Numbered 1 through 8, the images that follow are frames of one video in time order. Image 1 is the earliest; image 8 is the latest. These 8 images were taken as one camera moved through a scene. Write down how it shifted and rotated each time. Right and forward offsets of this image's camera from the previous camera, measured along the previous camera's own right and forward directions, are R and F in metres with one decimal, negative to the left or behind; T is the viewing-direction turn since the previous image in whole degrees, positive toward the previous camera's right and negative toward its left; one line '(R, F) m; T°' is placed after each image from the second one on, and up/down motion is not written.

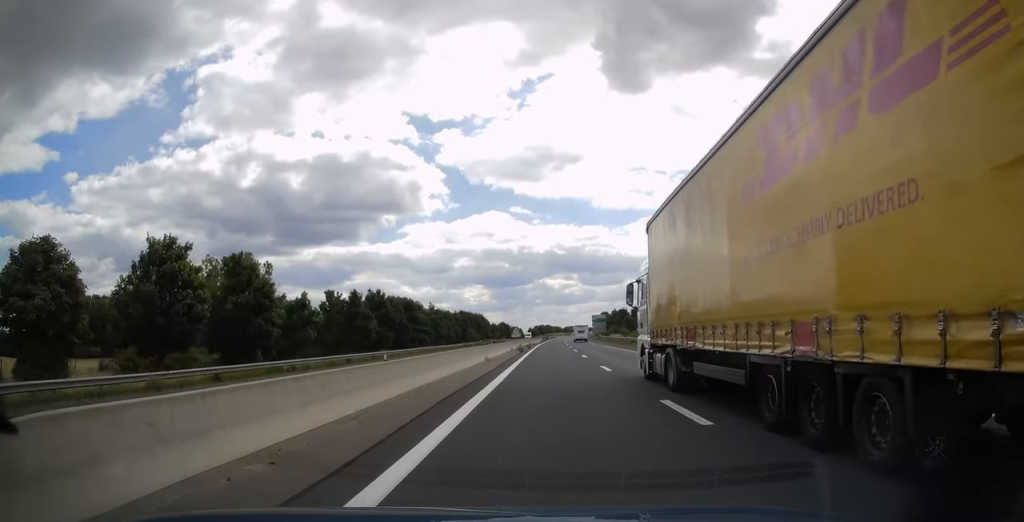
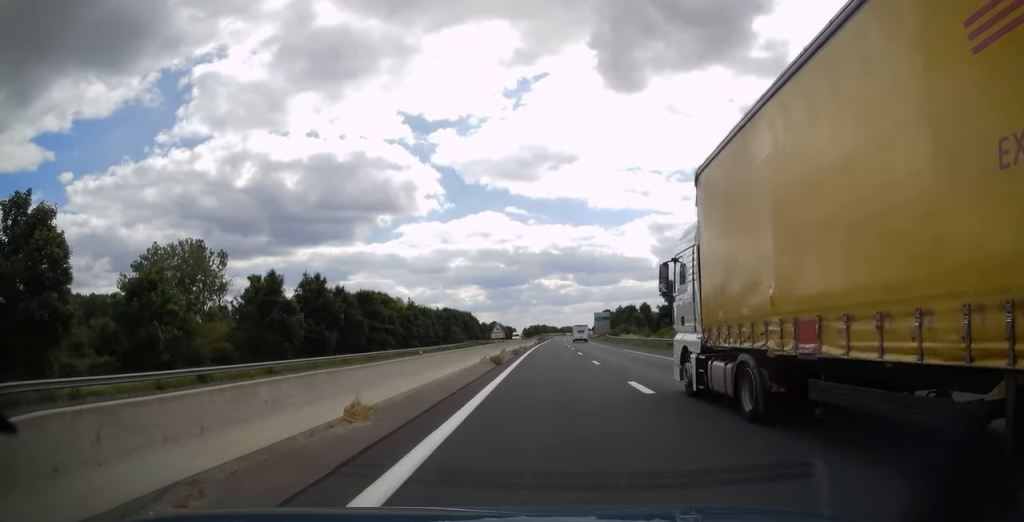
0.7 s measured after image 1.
(0.0, +21.5) m; +1°
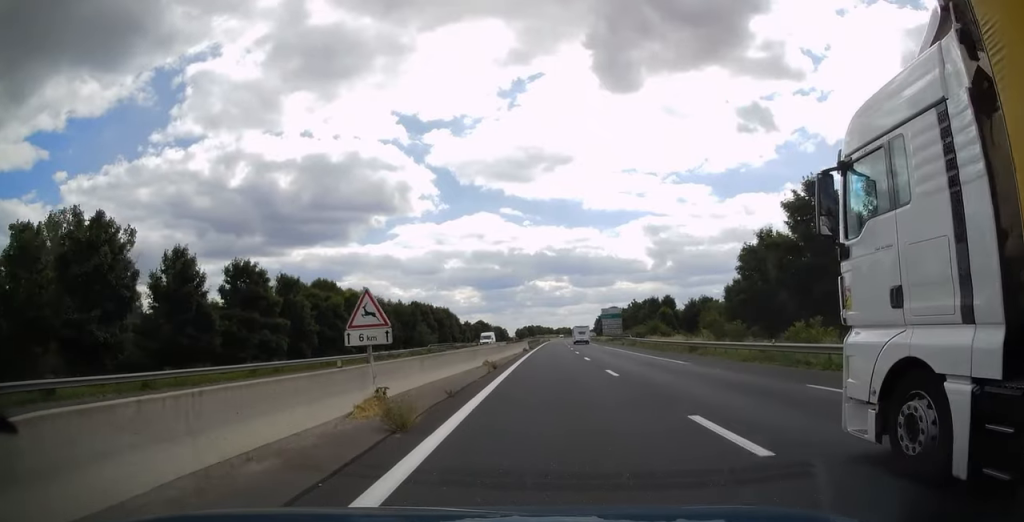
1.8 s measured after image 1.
(+0.4, +32.7) m; +1°
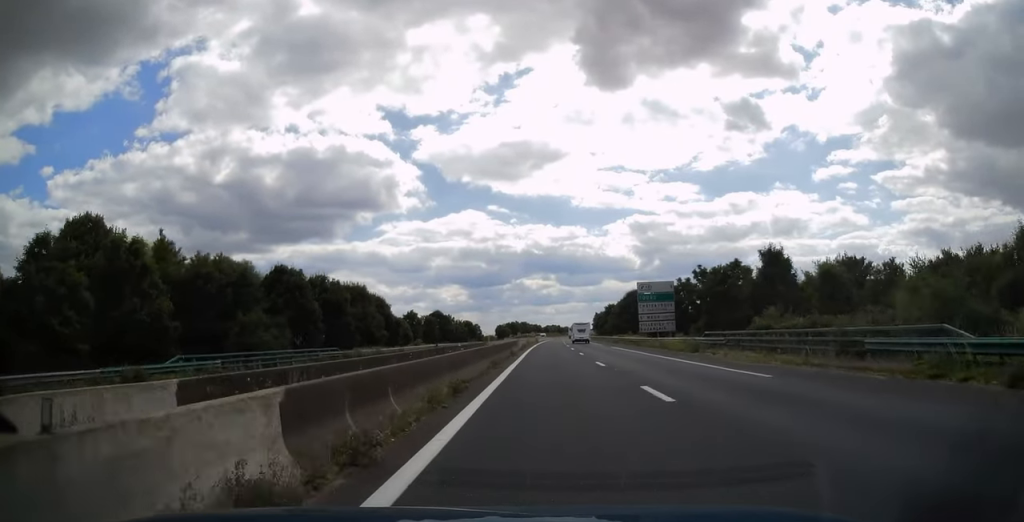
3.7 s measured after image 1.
(+0.1, +59.7) m; +1°
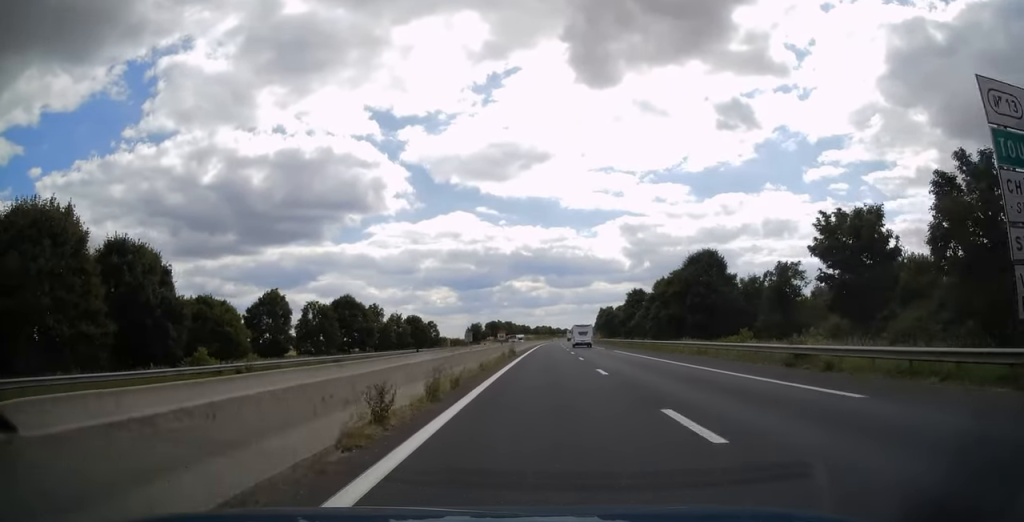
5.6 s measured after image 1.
(+0.6, +56.2) m; +1°
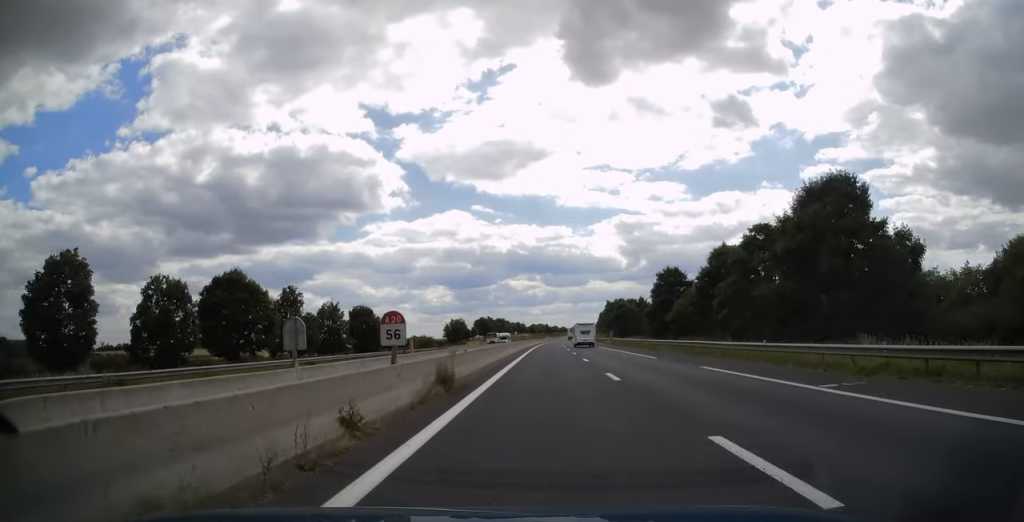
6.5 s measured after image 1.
(0.0, +28.6) m; 0°
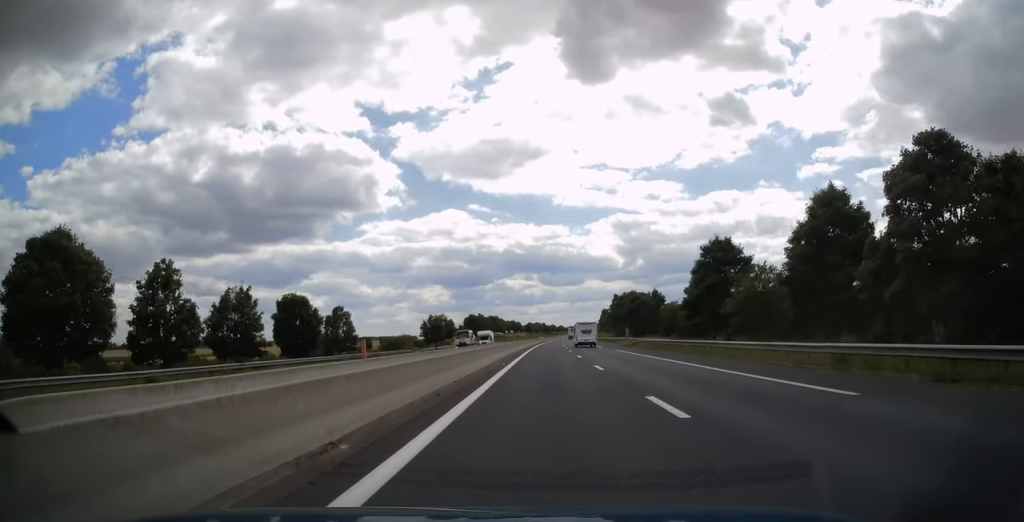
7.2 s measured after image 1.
(0.0, +21.0) m; +1°
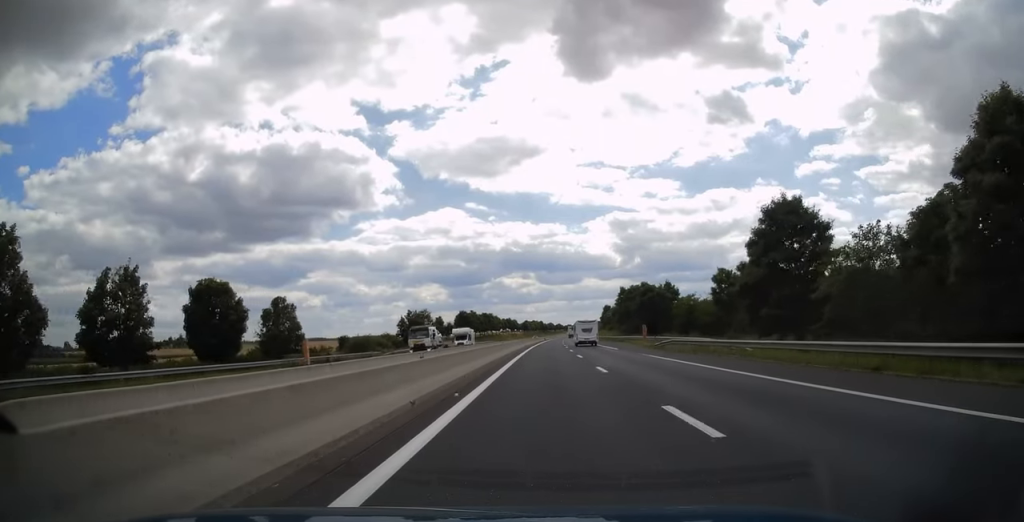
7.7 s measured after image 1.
(+0.1, +14.8) m; 0°
